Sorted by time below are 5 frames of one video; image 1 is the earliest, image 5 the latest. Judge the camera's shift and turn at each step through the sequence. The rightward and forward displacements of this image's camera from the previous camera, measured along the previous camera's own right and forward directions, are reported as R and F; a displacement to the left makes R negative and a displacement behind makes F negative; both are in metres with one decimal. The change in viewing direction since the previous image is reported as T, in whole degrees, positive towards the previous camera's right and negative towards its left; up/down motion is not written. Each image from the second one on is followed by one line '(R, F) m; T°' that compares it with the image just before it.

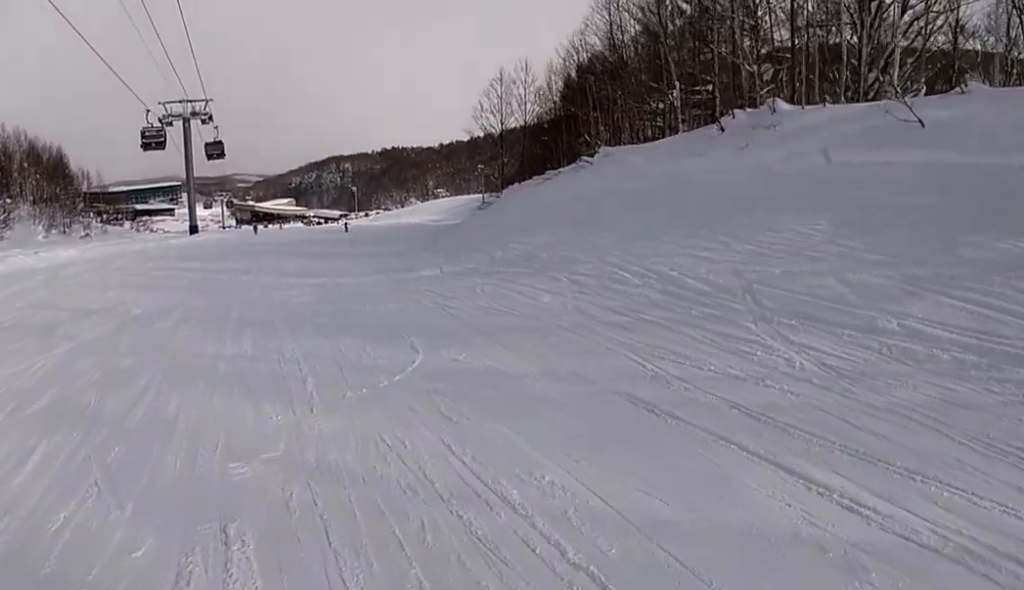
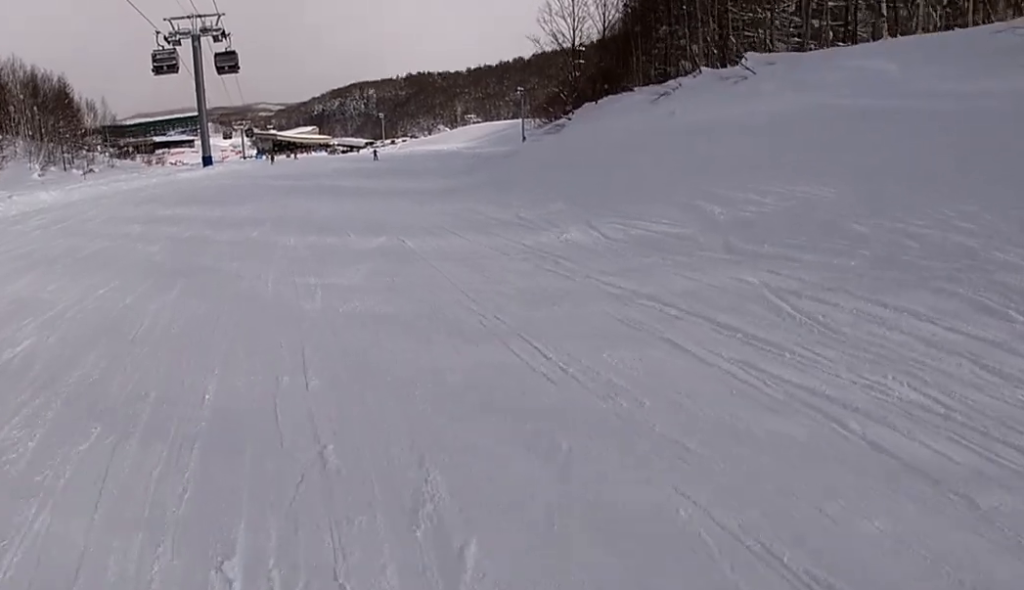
(-0.6, +8.2) m; -7°
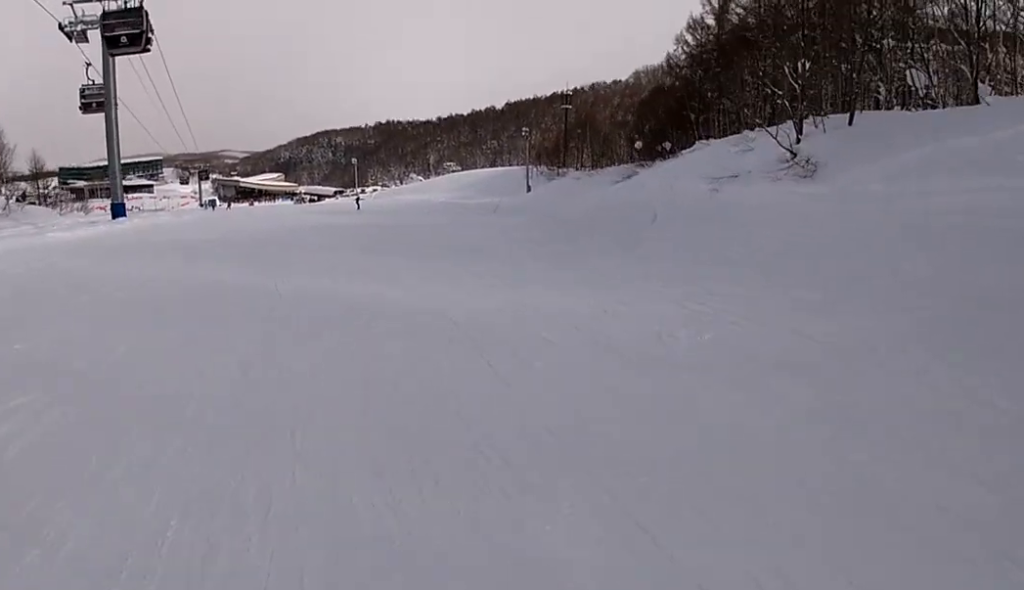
(+1.3, +24.1) m; 0°
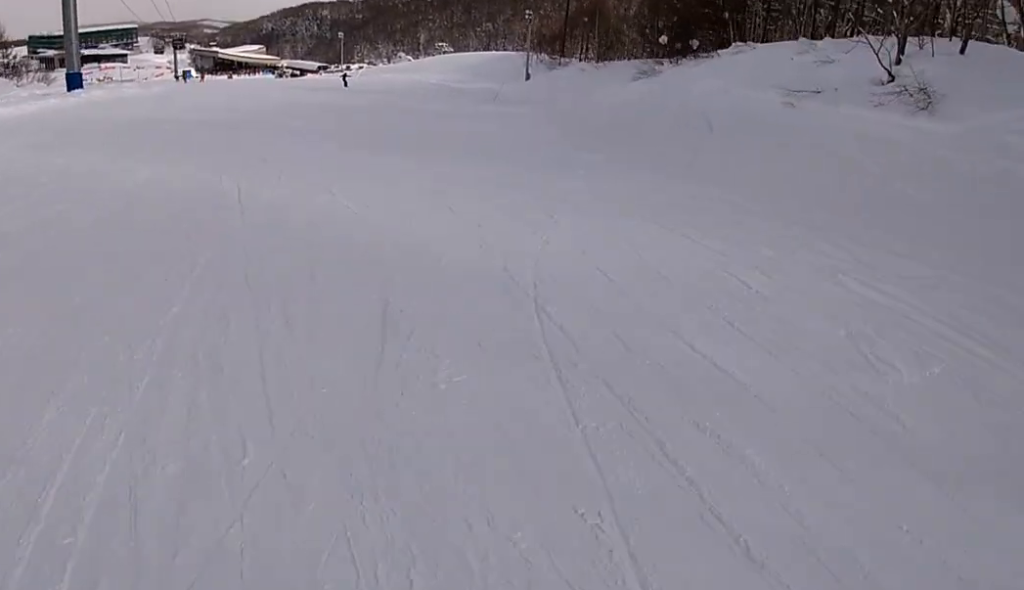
(-0.4, +4.2) m; +2°
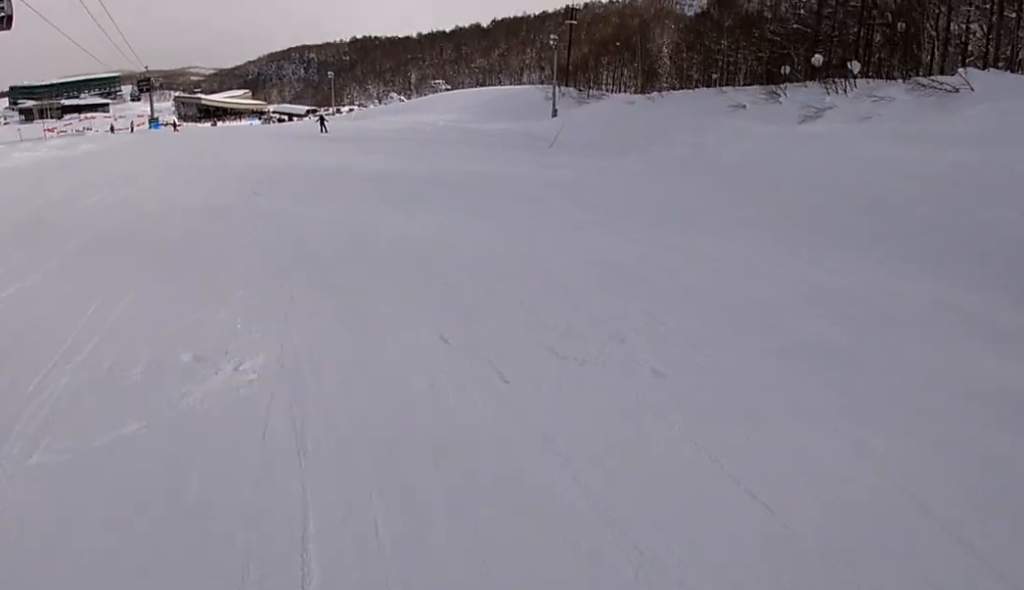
(+3.0, +17.8) m; +10°
